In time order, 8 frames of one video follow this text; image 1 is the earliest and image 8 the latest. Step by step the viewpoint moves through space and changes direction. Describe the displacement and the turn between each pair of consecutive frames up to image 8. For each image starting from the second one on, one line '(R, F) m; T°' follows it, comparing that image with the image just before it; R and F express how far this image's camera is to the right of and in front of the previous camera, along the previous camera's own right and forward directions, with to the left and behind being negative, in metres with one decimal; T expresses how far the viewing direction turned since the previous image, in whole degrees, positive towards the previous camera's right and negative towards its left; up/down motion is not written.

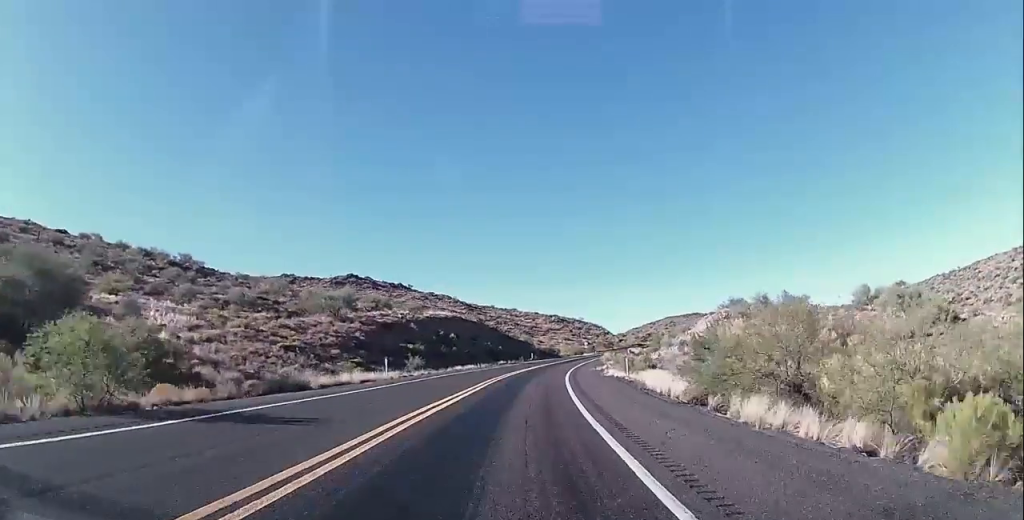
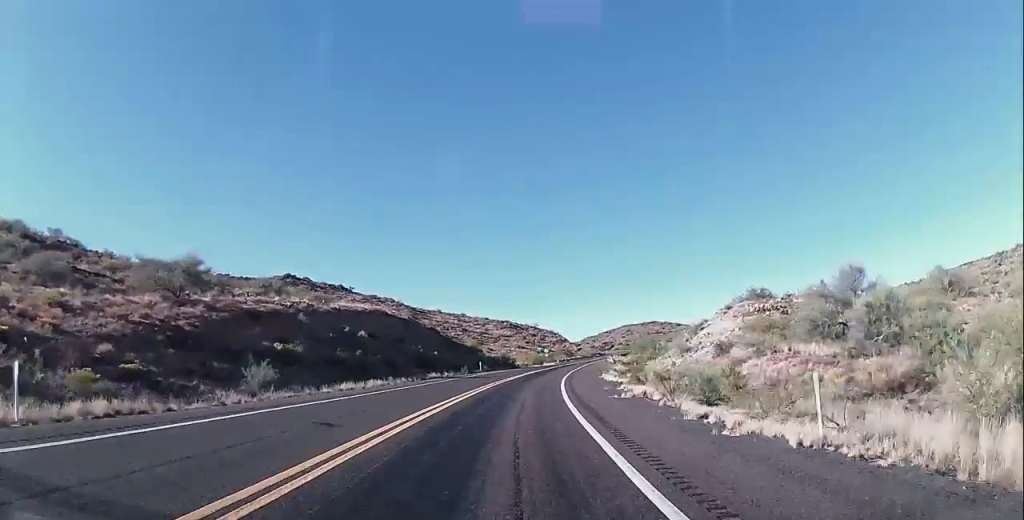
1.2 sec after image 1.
(+0.9, +30.2) m; +4°
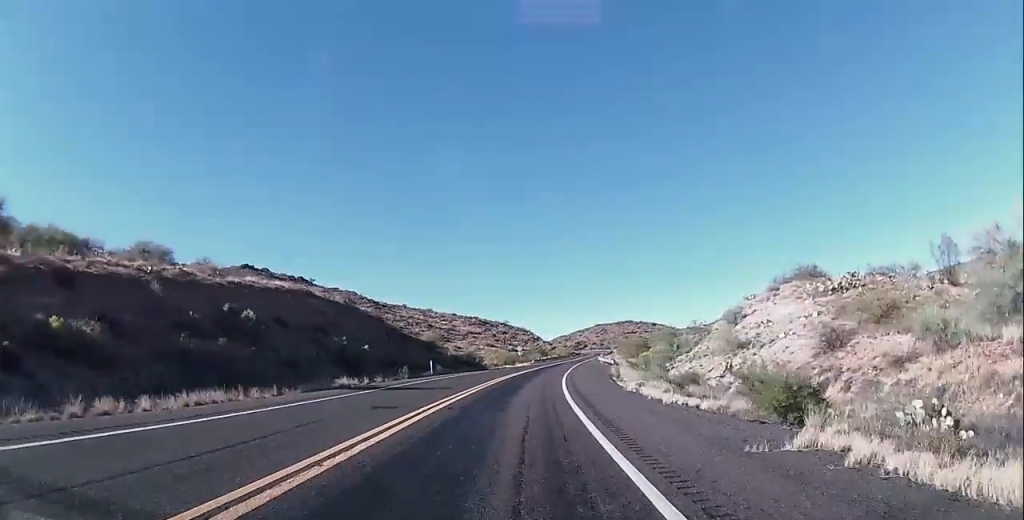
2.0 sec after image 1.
(+0.7, +22.0) m; +4°
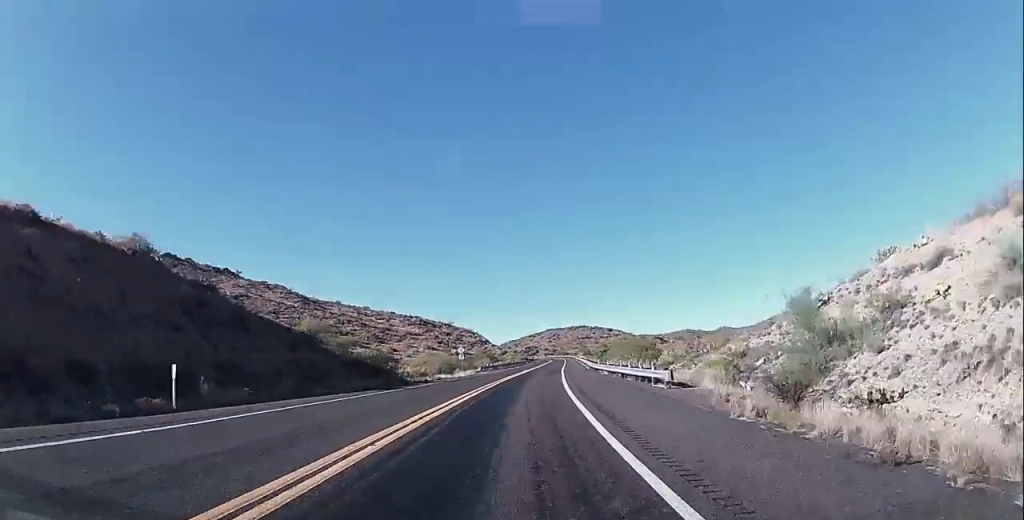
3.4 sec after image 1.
(+1.9, +38.4) m; +5°
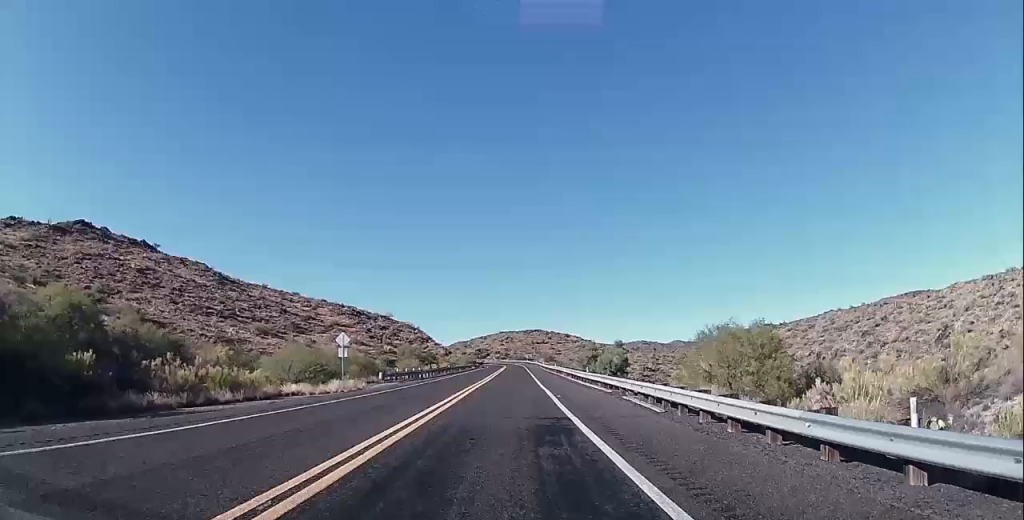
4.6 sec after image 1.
(+0.6, +30.3) m; +3°
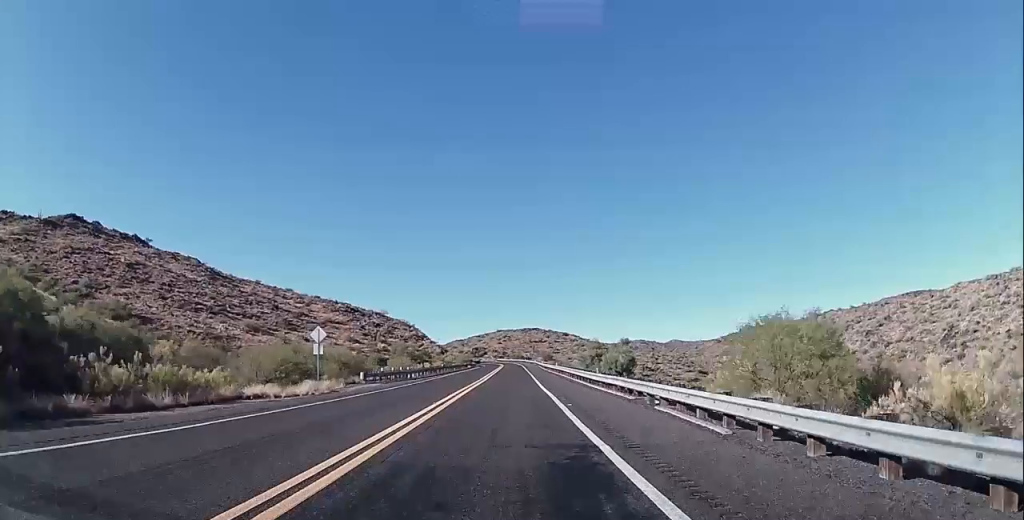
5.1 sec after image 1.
(+0.4, +13.4) m; +2°
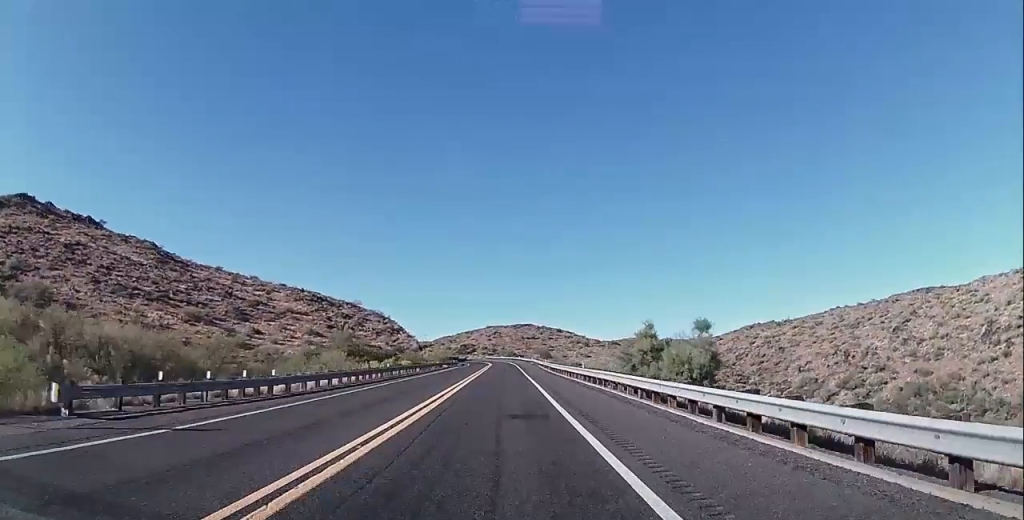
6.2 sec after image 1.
(+0.7, +28.9) m; +2°
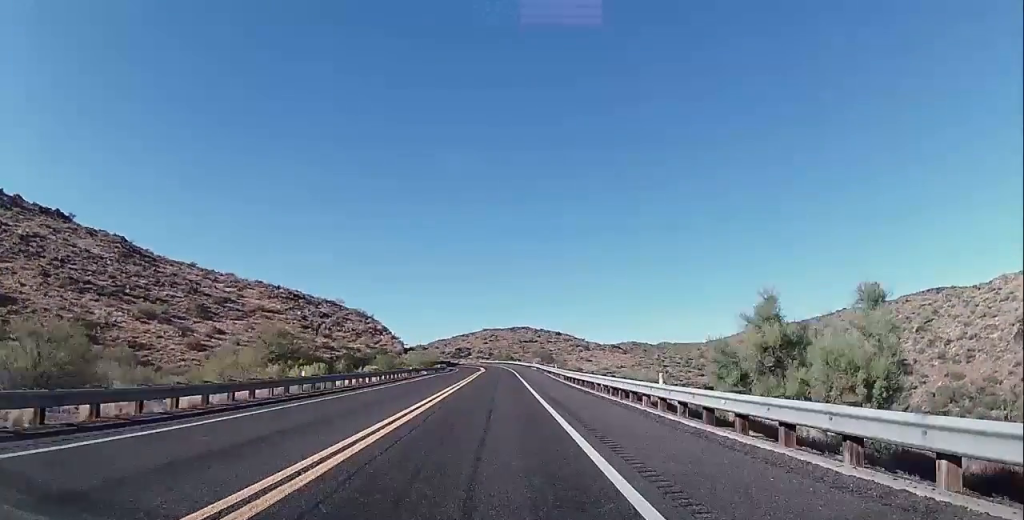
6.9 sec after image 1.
(+0.1, +19.3) m; +1°
